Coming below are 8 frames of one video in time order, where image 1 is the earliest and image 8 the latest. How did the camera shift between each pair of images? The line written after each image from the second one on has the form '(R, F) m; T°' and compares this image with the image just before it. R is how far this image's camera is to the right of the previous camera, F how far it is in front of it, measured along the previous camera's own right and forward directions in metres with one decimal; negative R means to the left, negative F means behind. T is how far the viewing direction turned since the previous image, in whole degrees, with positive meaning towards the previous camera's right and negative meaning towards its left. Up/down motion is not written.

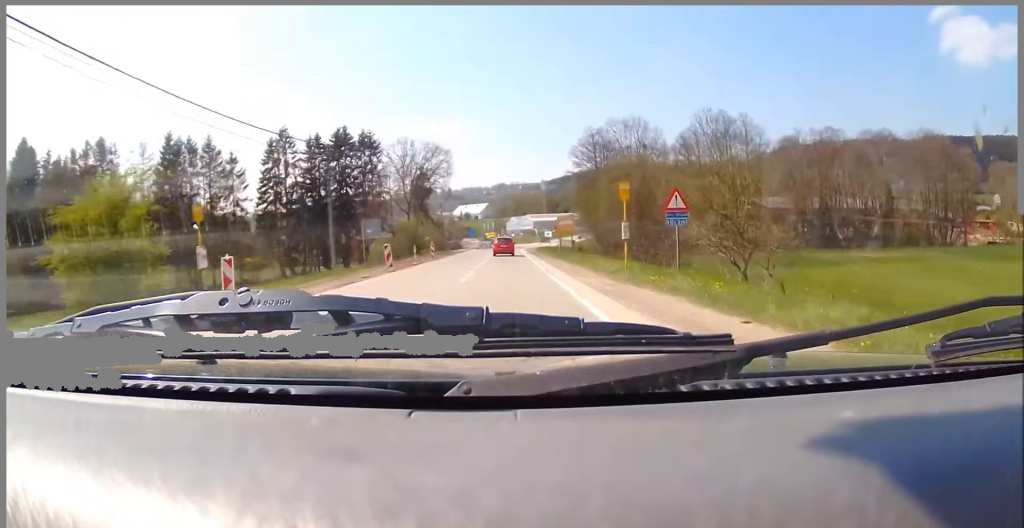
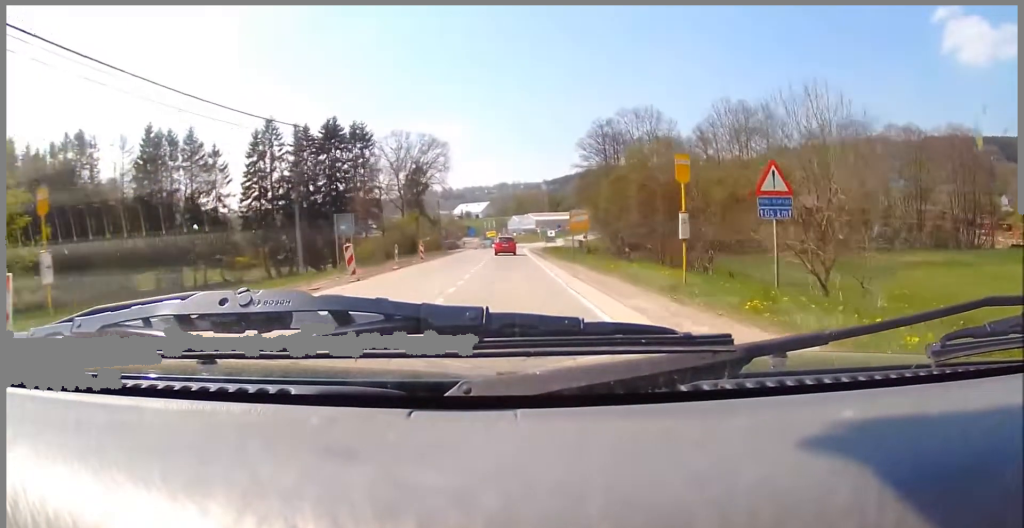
(0.0, +6.5) m; 0°
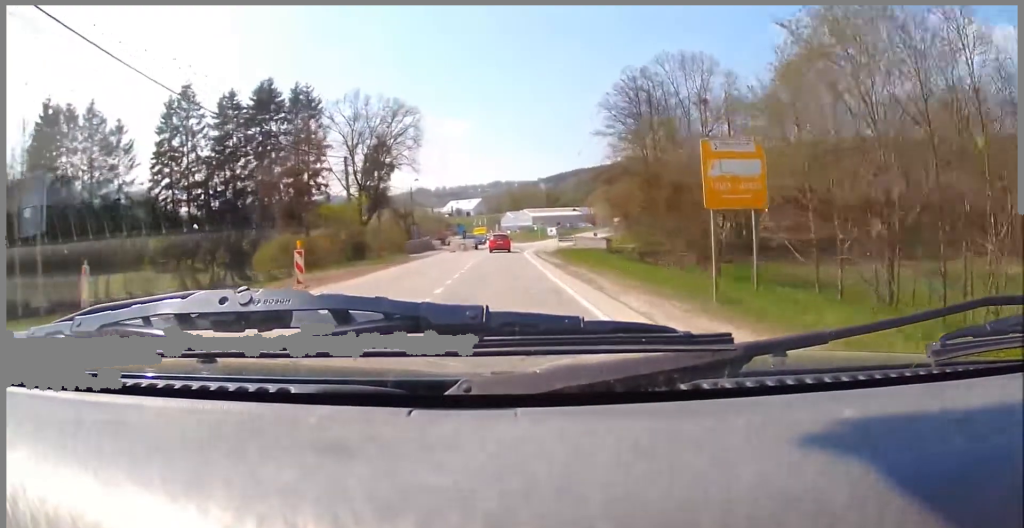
(0.0, +22.8) m; 0°
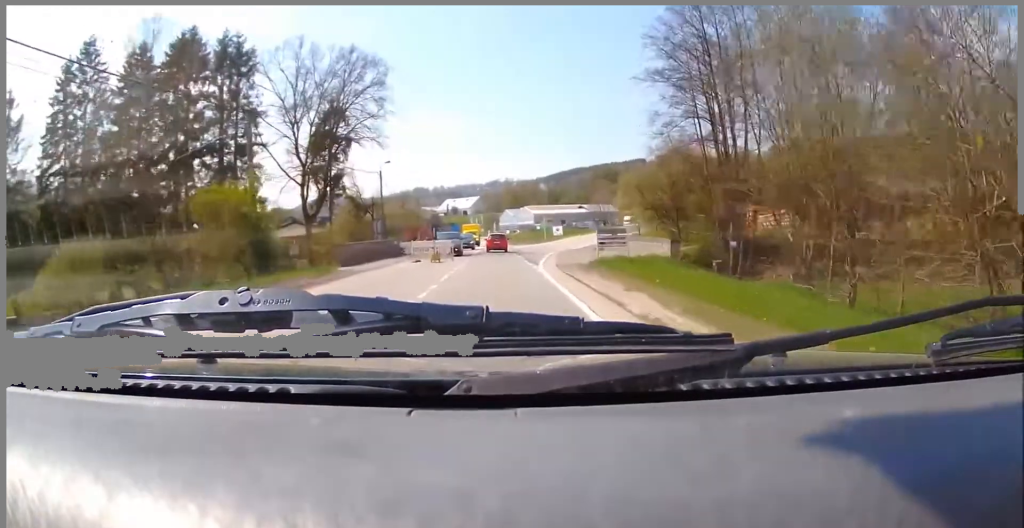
(0.0, +18.1) m; +1°
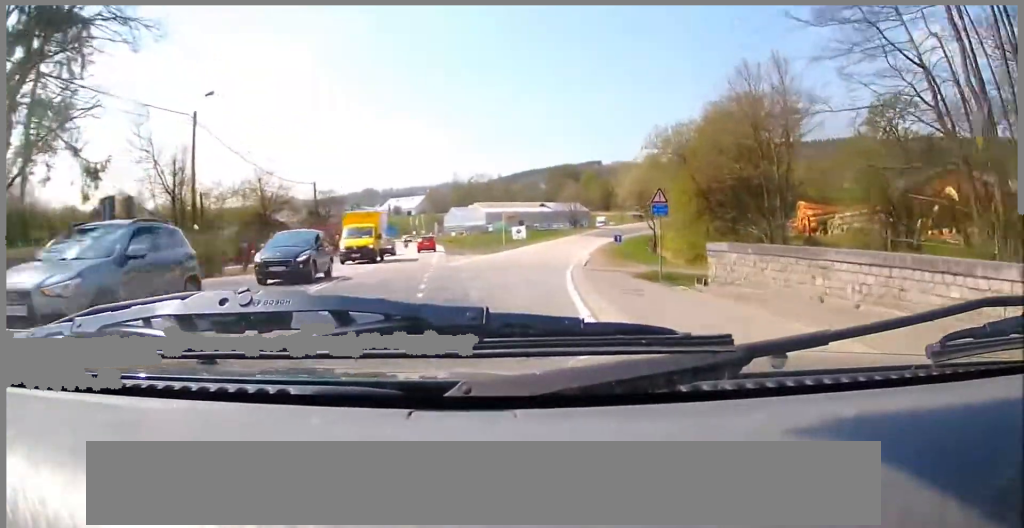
(+1.4, +31.8) m; +8°
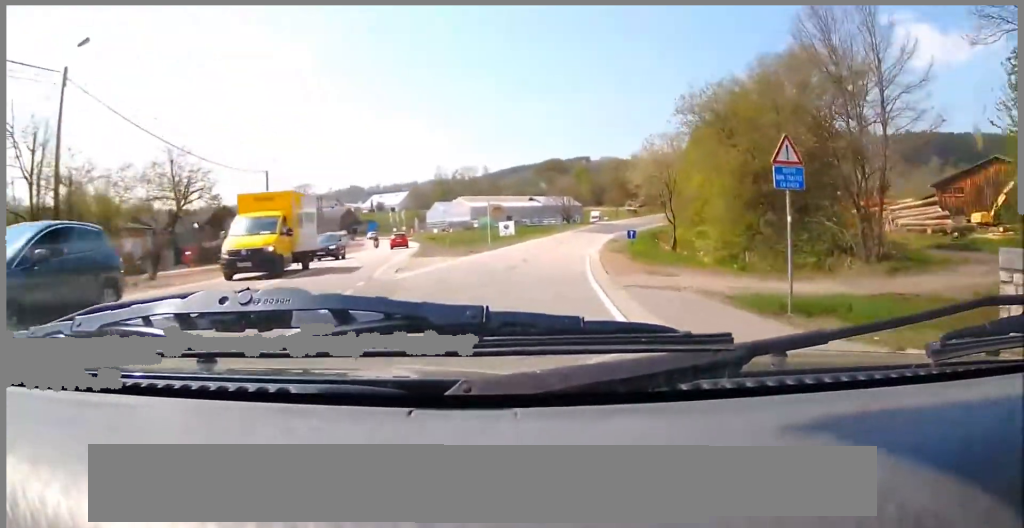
(+0.5, +10.8) m; +4°
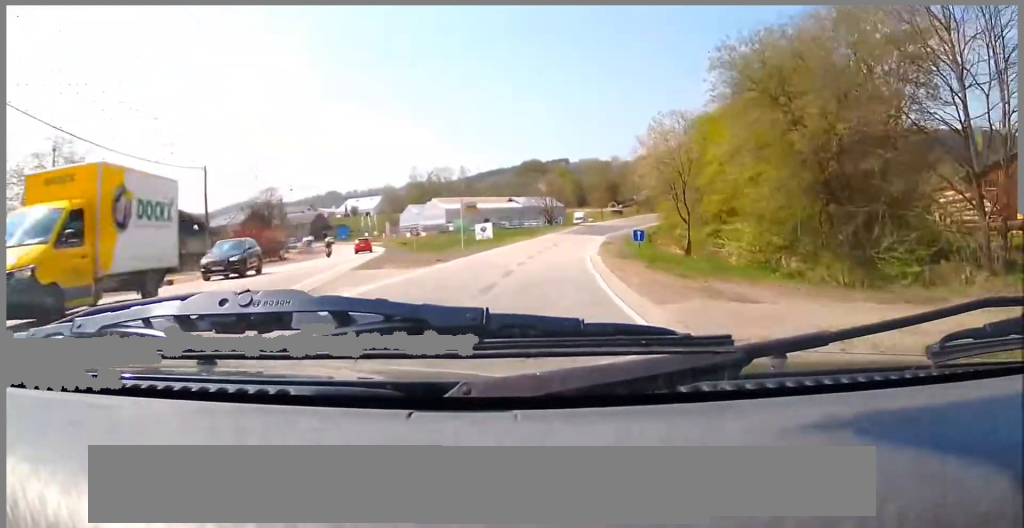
(+0.7, +8.7) m; +2°
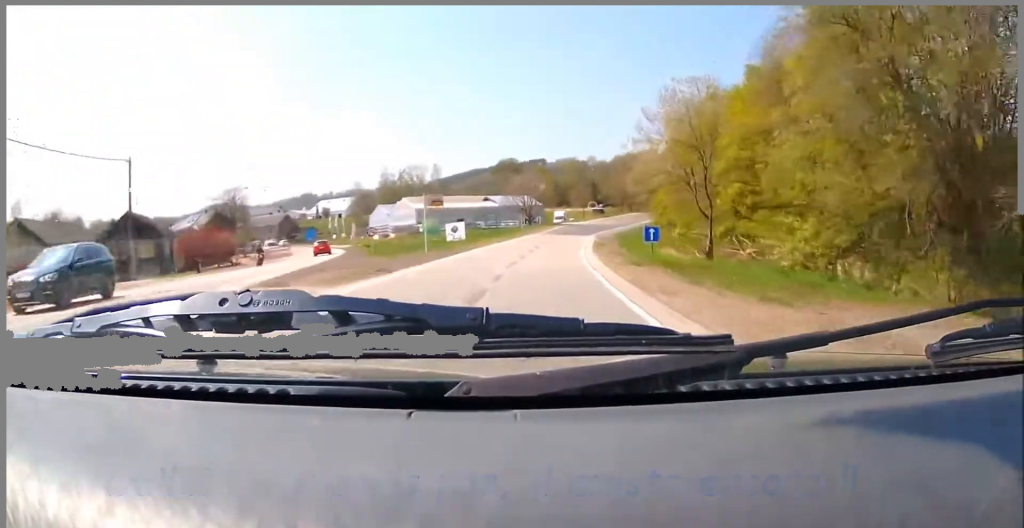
(-0.3, +8.2) m; +1°
